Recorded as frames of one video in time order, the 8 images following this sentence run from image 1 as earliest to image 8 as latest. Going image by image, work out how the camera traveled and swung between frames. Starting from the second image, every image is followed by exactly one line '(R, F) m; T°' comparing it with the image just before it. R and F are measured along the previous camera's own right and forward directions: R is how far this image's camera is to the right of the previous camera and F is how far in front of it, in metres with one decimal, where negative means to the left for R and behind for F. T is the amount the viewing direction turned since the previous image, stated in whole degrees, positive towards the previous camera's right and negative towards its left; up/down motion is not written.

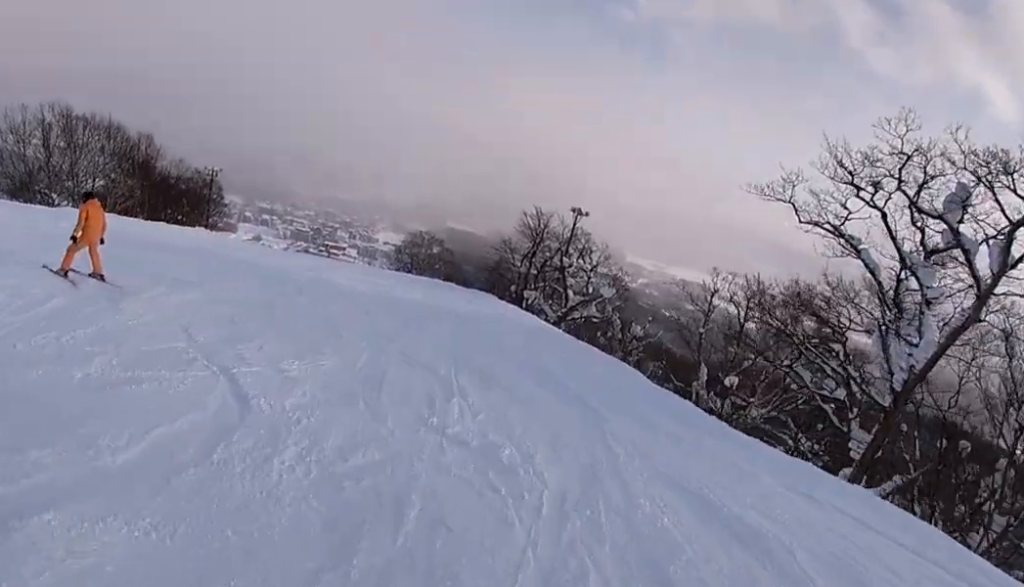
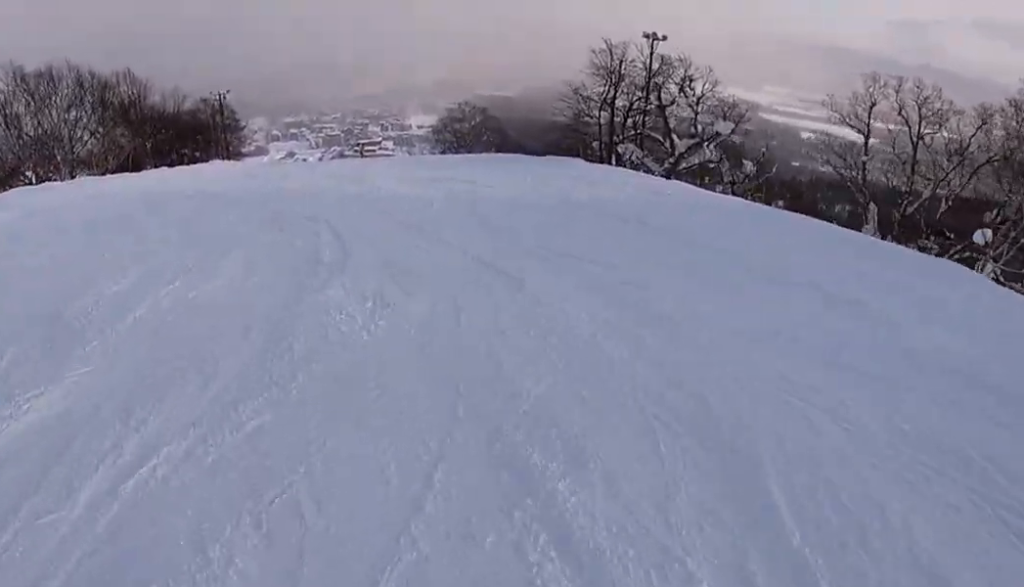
(-0.7, +8.8) m; +6°
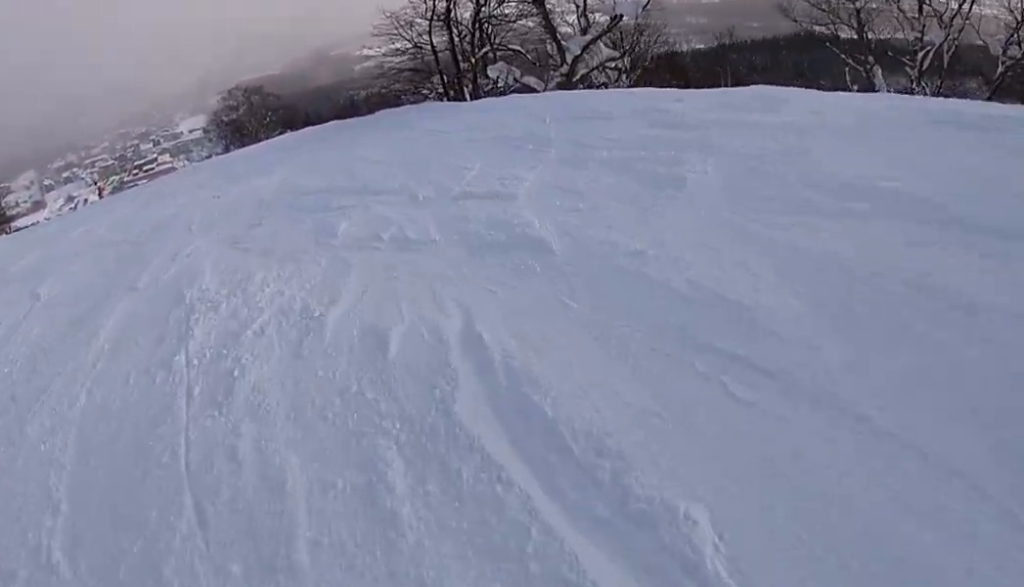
(+3.1, +13.4) m; +14°
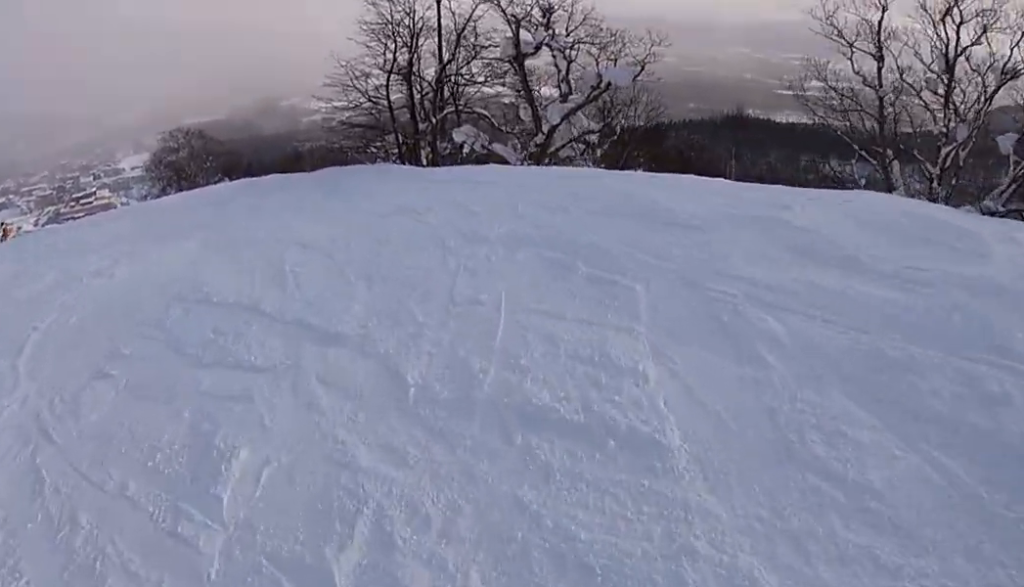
(+0.4, +4.7) m; 0°
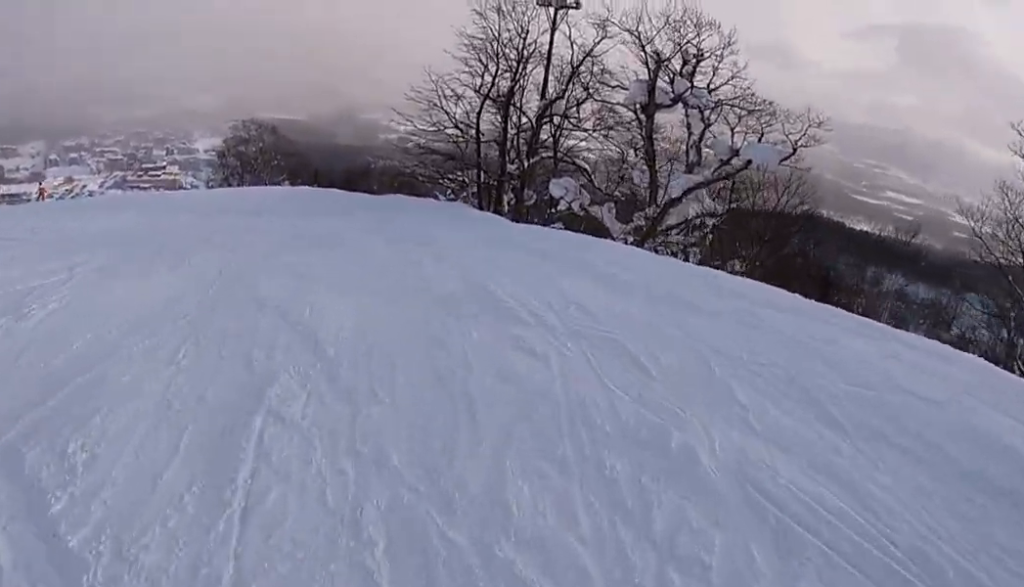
(-0.4, +4.7) m; -8°
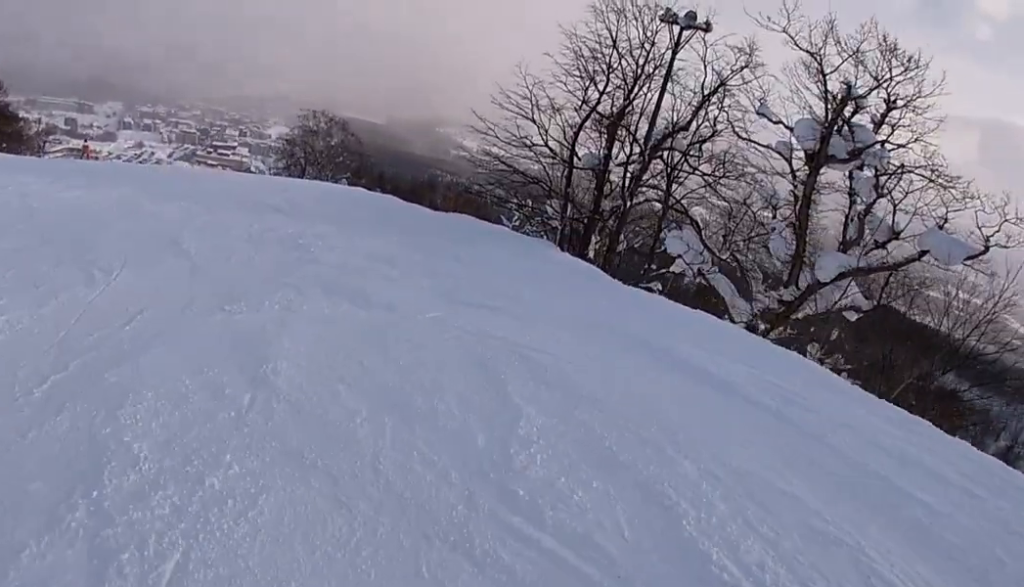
(+0.3, +4.9) m; -9°
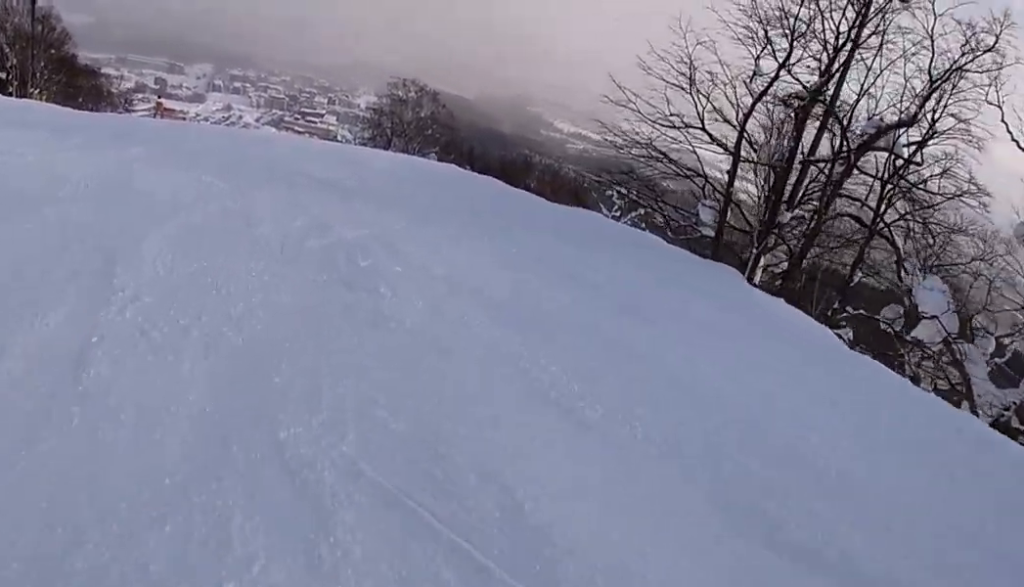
(-1.1, +5.1) m; -7°
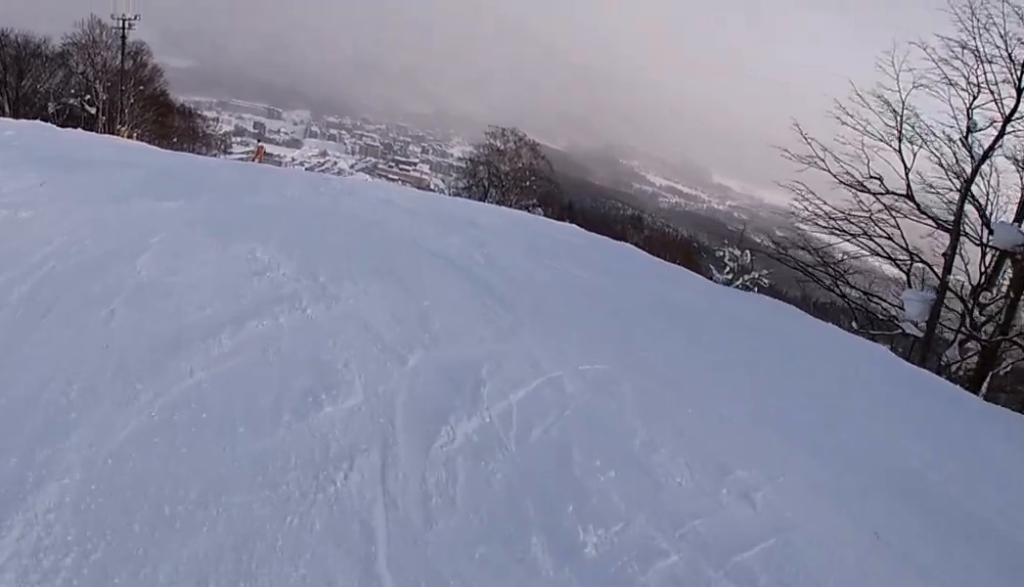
(-0.4, +4.1) m; -5°
